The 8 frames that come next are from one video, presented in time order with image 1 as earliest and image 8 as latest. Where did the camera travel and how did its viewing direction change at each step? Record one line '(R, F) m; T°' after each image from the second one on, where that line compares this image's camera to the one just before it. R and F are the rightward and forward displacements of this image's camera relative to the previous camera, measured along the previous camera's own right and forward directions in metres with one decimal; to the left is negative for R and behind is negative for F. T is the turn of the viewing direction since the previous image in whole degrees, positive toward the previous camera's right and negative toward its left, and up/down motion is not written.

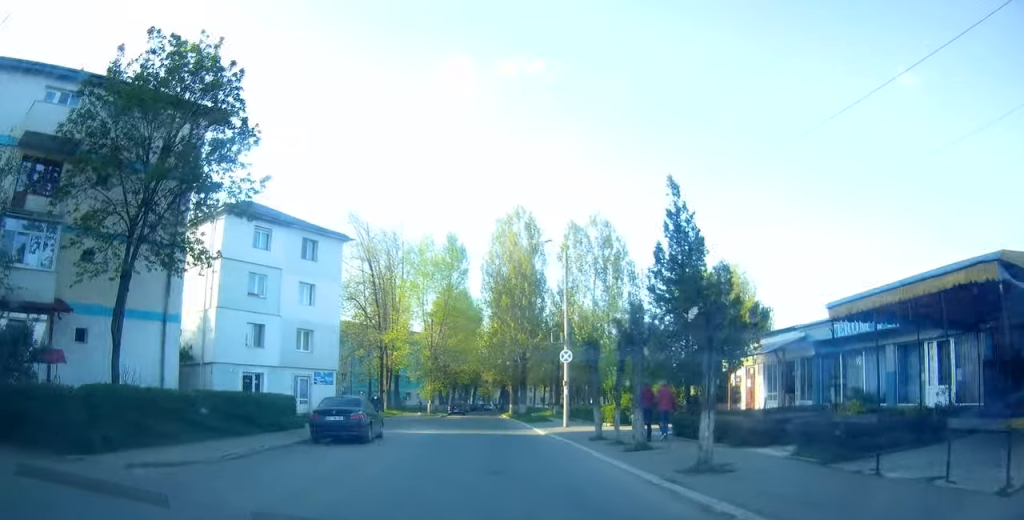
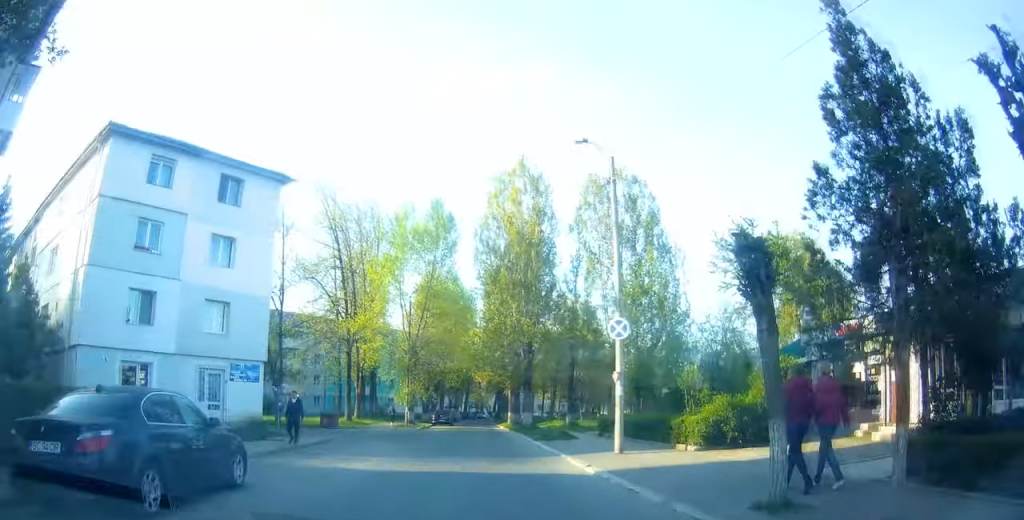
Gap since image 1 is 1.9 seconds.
(0.0, +11.6) m; -2°
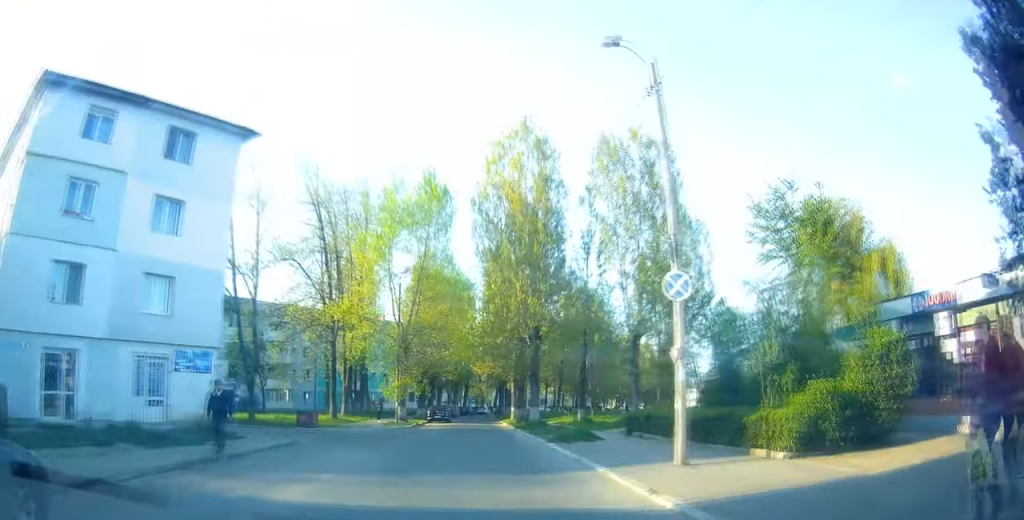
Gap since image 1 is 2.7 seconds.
(-0.1, +5.0) m; -1°
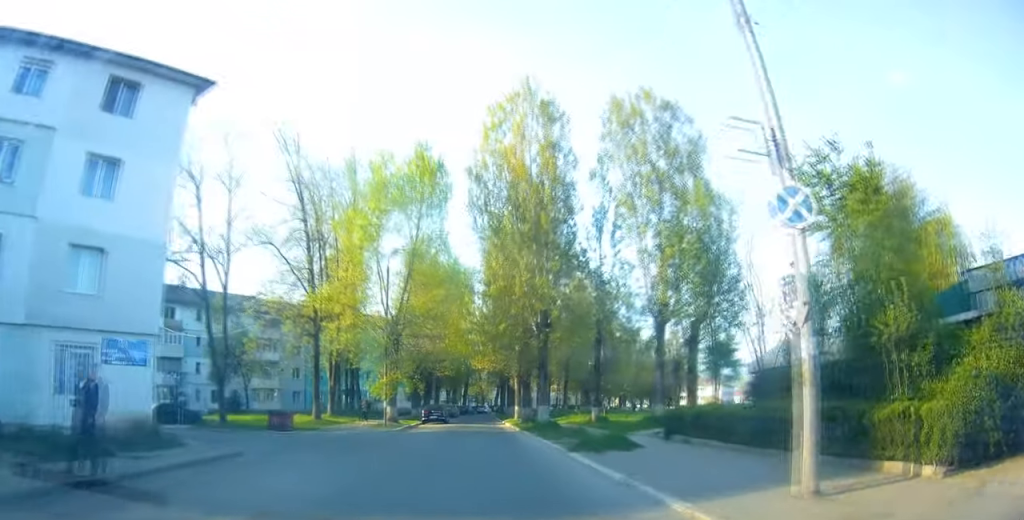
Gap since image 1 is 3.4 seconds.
(-0.1, +4.6) m; -1°
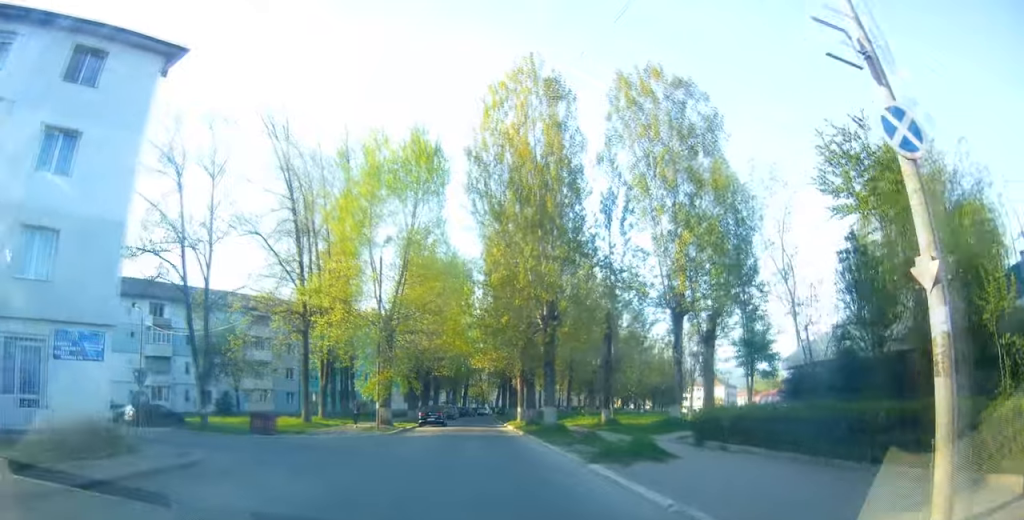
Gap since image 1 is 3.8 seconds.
(0.0, +2.6) m; 0°
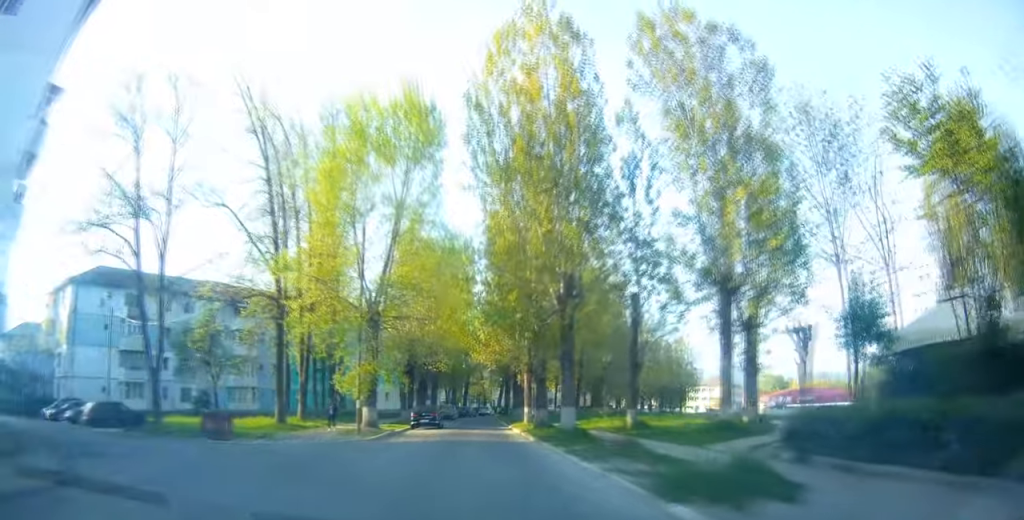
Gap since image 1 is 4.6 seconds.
(0.0, +5.2) m; 0°
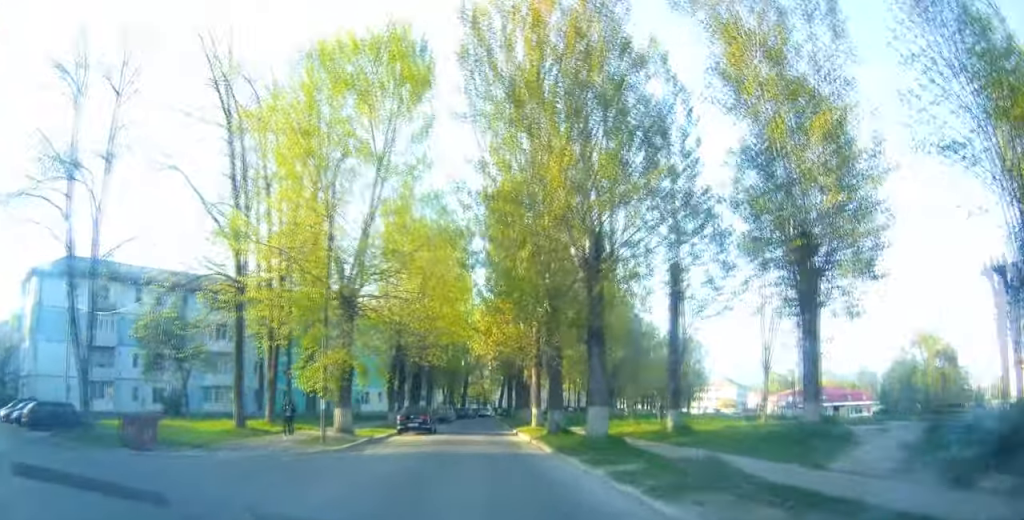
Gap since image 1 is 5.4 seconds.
(0.0, +5.6) m; +1°
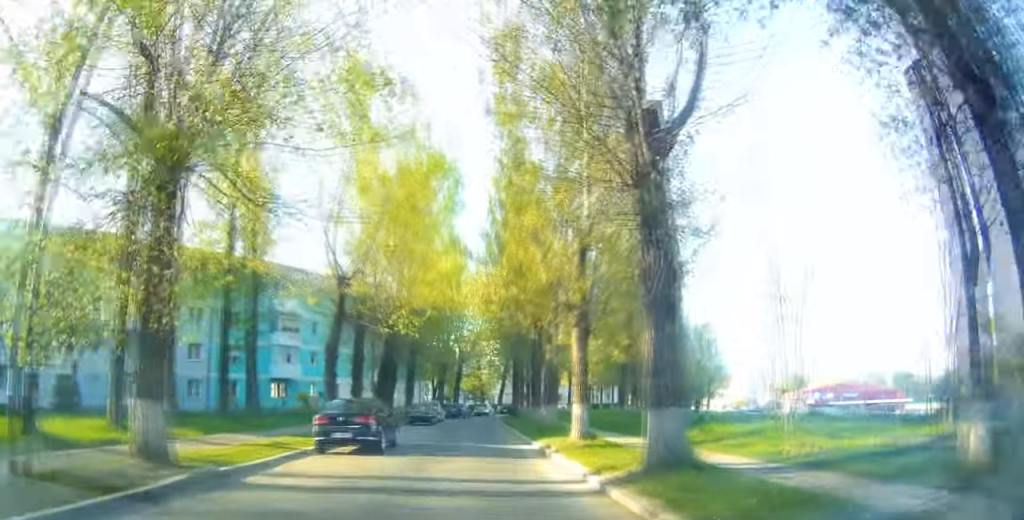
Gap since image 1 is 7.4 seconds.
(+0.6, +13.7) m; +4°
